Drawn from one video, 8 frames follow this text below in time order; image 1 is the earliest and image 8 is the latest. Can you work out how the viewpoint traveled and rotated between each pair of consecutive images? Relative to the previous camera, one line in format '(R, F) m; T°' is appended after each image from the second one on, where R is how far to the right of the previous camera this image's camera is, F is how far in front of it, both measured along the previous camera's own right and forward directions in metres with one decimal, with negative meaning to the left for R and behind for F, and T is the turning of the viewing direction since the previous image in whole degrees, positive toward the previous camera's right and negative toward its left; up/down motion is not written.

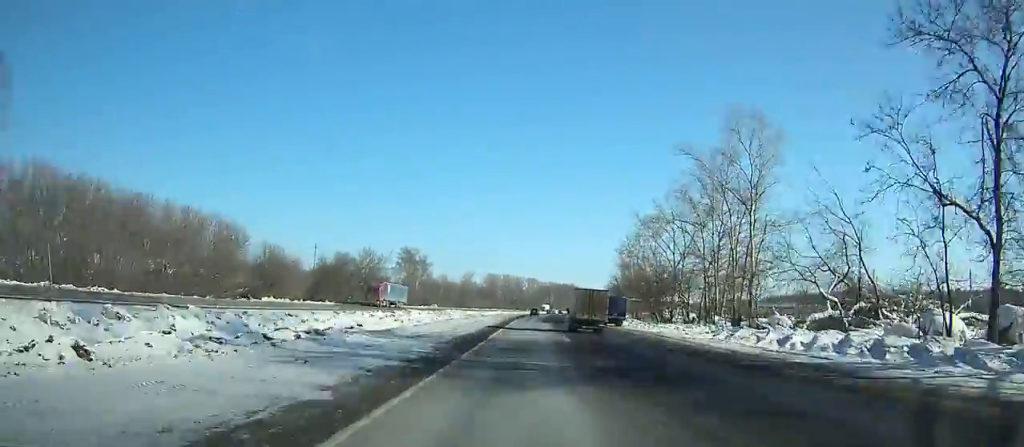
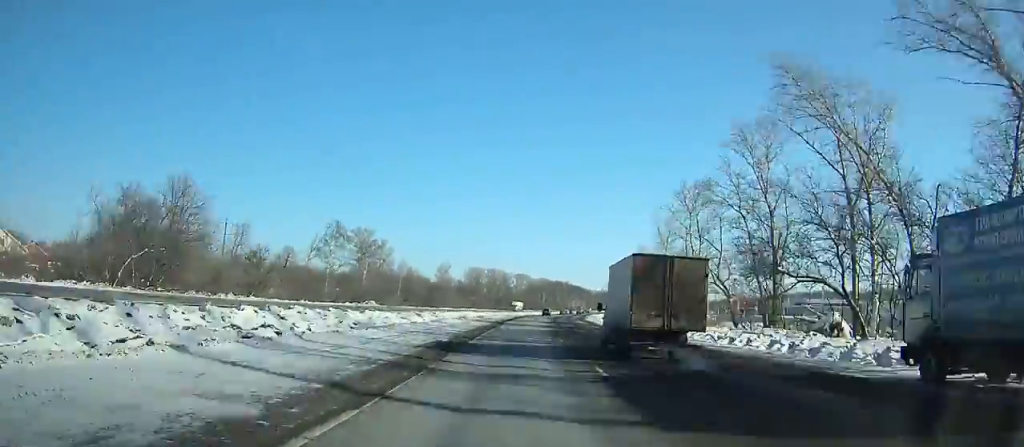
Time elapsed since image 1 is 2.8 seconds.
(+0.9, +62.9) m; +2°
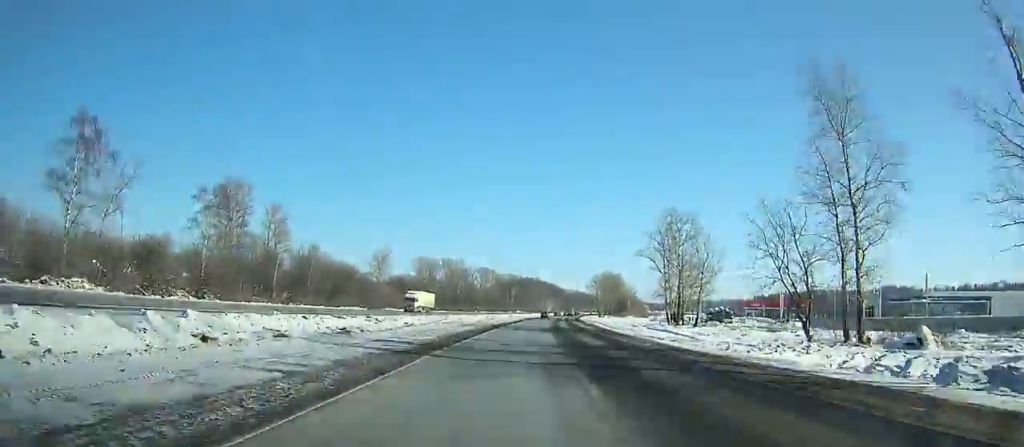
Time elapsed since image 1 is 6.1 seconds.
(+1.1, +75.2) m; +3°
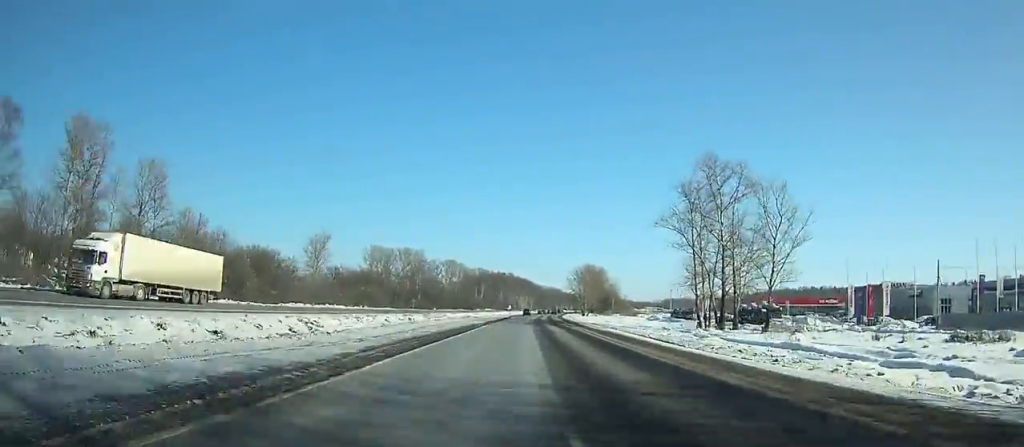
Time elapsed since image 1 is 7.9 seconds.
(+0.7, +41.2) m; +2°
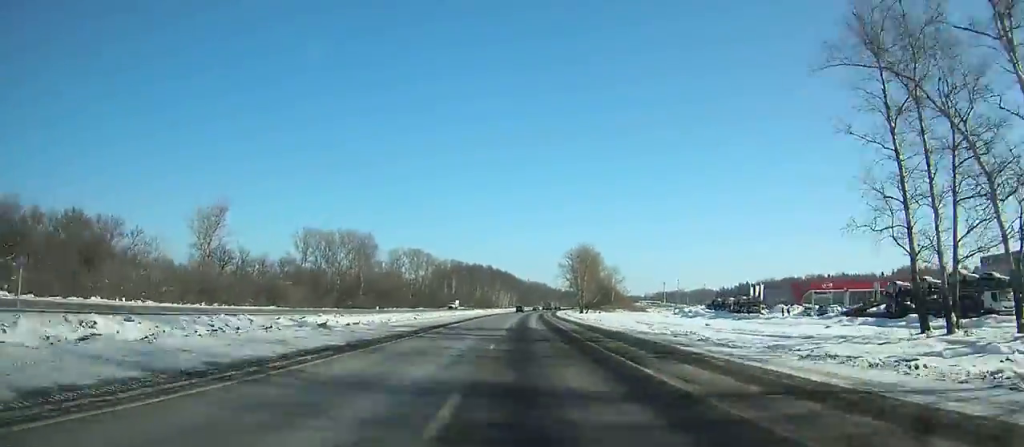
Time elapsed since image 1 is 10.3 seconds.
(+1.5, +55.1) m; +2°
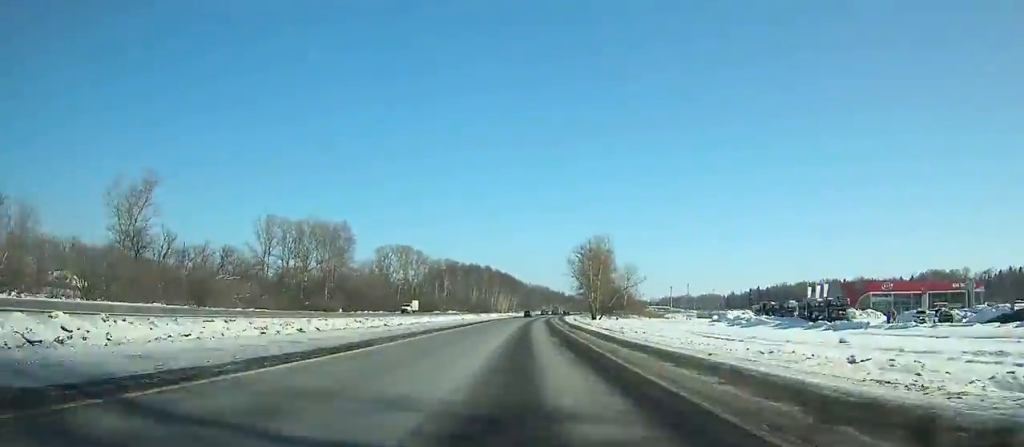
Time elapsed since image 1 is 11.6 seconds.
(+0.2, +29.5) m; +1°
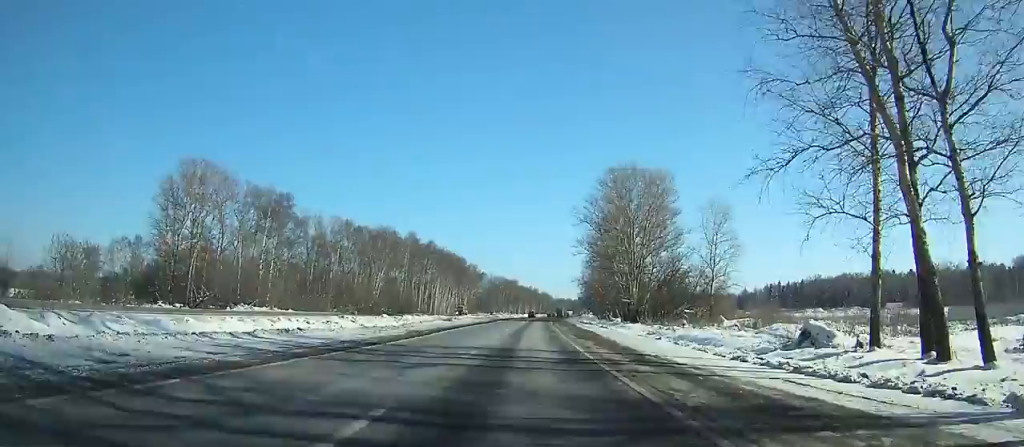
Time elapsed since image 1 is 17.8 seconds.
(-0.4, +137.2) m; +1°
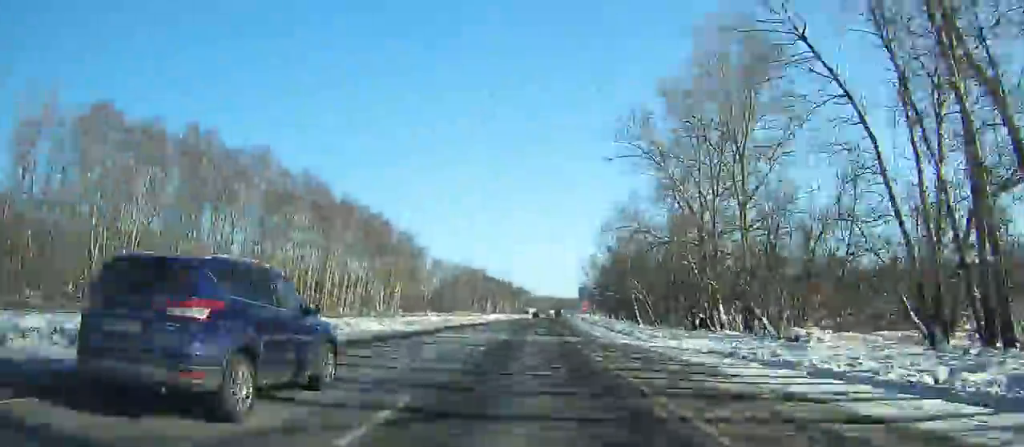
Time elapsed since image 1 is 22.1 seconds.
(+5.9, +96.3) m; +6°
